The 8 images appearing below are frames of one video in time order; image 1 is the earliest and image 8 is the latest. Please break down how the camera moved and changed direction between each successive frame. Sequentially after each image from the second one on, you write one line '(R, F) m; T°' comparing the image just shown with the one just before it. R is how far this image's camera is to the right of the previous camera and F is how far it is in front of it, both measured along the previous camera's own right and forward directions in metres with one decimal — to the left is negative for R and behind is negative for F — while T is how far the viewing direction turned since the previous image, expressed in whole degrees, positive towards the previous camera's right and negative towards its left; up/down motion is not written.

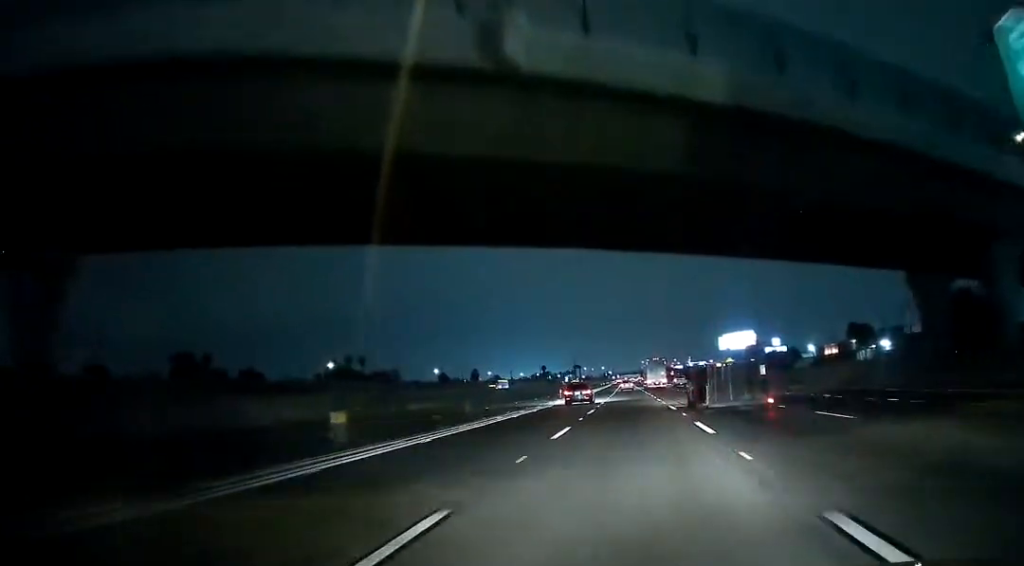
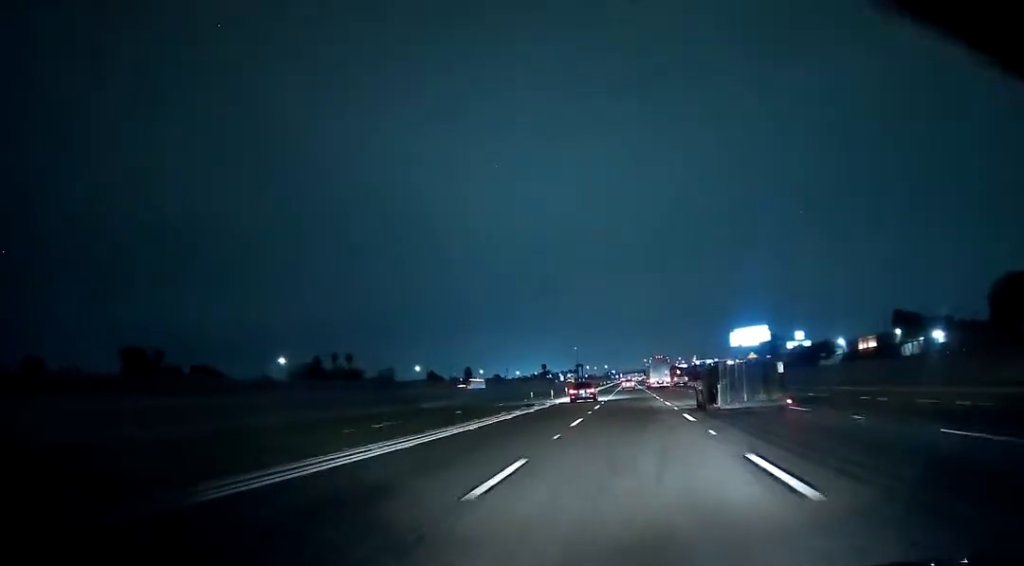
(-0.1, +24.4) m; 0°
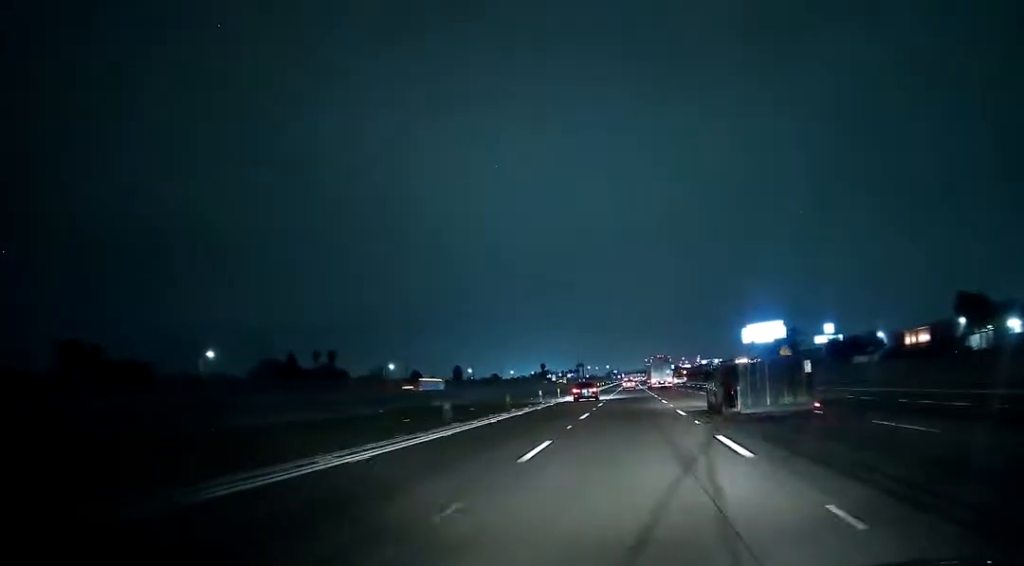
(0.0, +25.5) m; 0°
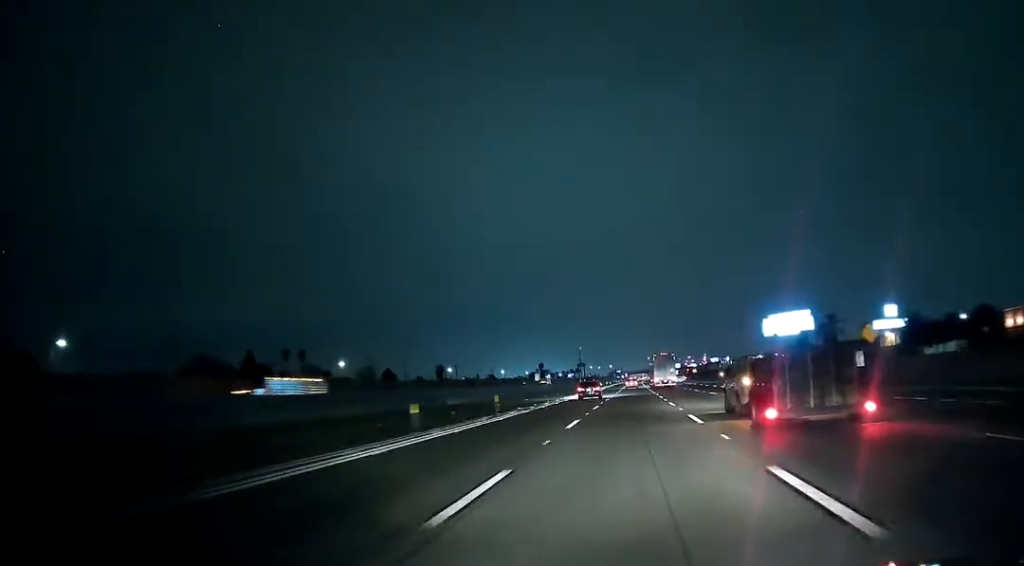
(-0.1, +35.3) m; -1°
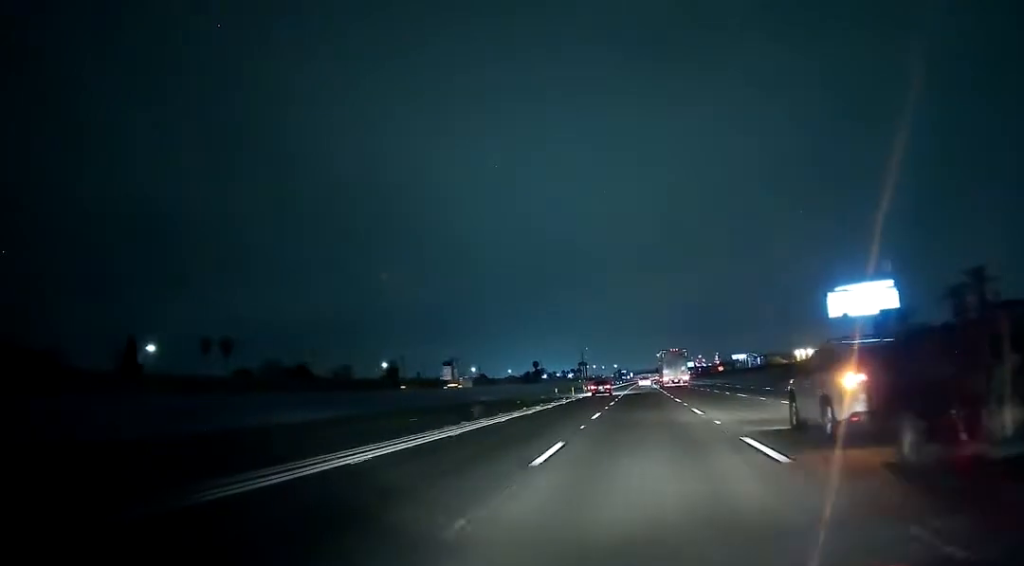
(0.0, +67.9) m; 0°
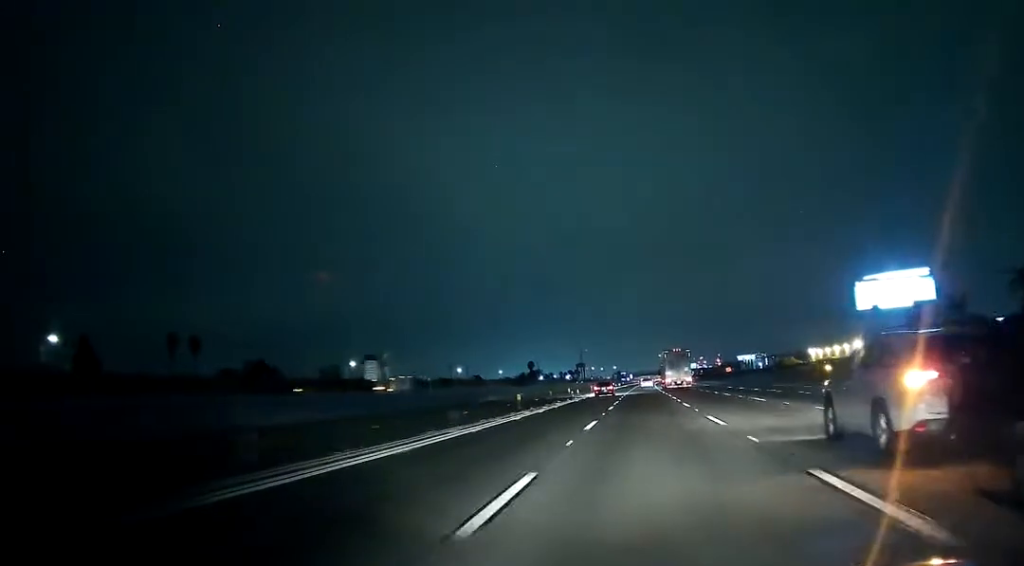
(+0.1, +20.4) m; 0°
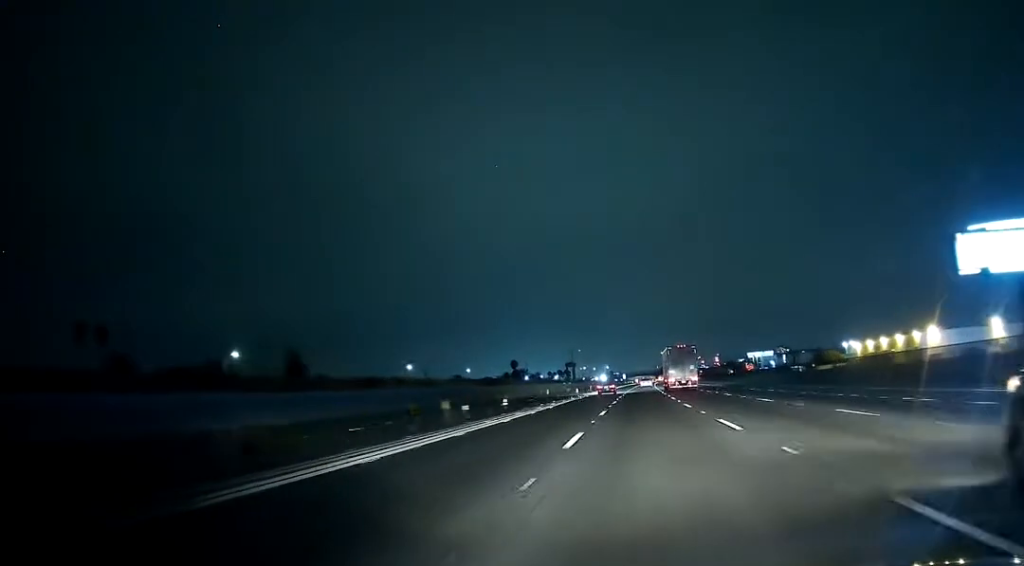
(-0.1, +46.3) m; 0°
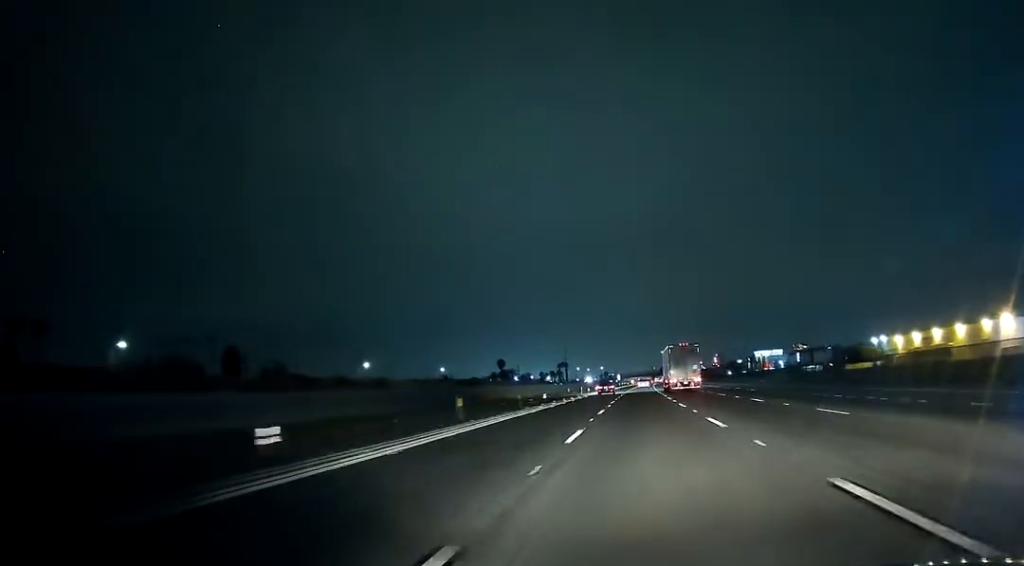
(+0.1, +27.9) m; 0°
